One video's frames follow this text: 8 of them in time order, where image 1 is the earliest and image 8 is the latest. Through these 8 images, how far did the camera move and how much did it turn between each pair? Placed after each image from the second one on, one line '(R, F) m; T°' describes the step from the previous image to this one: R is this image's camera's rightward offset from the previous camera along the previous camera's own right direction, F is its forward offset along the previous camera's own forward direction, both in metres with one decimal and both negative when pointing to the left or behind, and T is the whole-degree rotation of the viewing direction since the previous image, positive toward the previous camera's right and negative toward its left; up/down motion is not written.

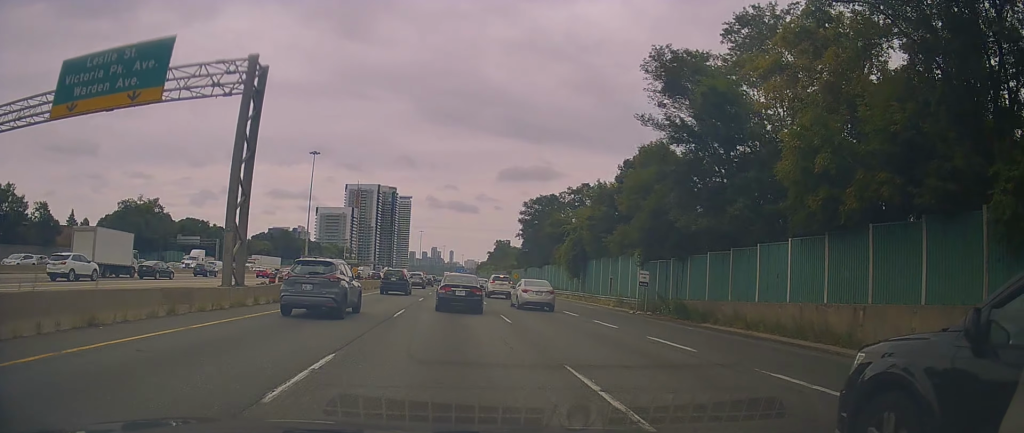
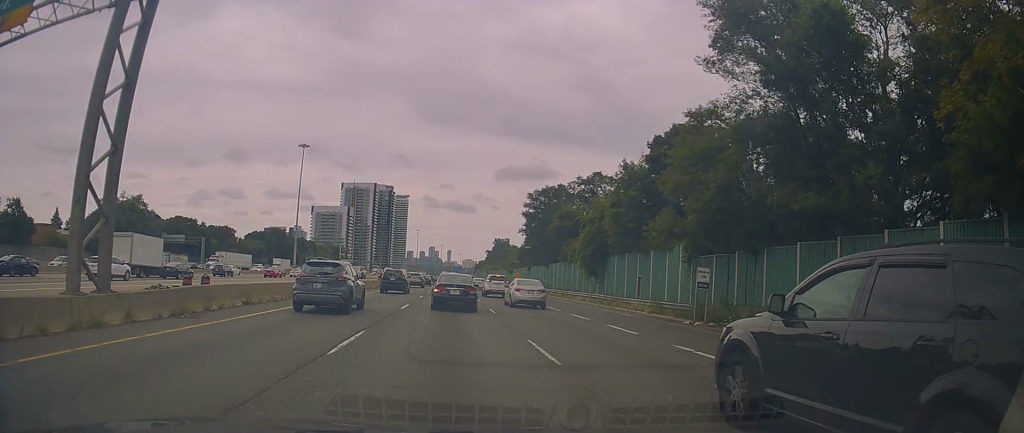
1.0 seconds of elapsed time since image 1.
(-0.3, +9.0) m; 0°
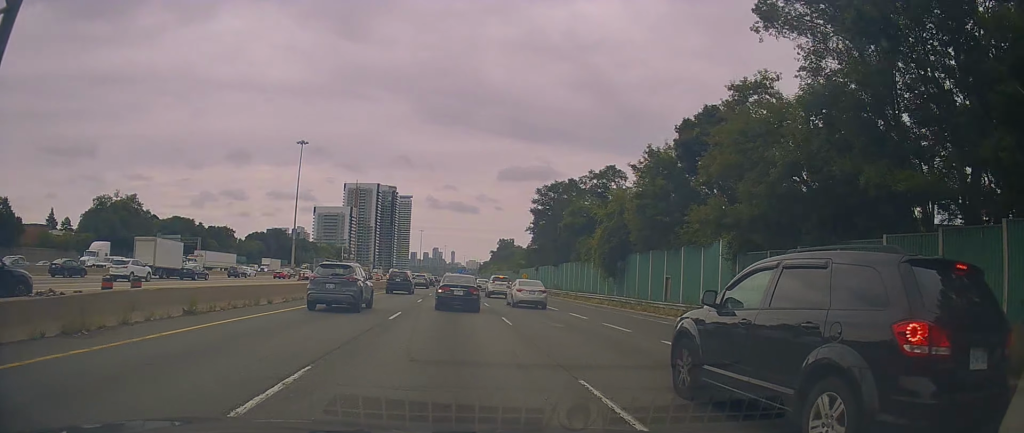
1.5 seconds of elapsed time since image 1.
(+0.5, +5.1) m; 0°
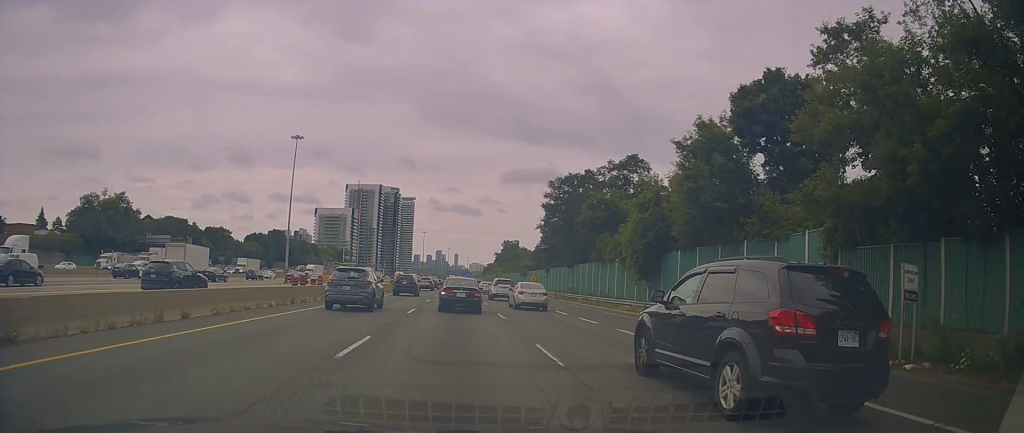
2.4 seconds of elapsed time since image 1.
(-0.6, +7.6) m; +1°
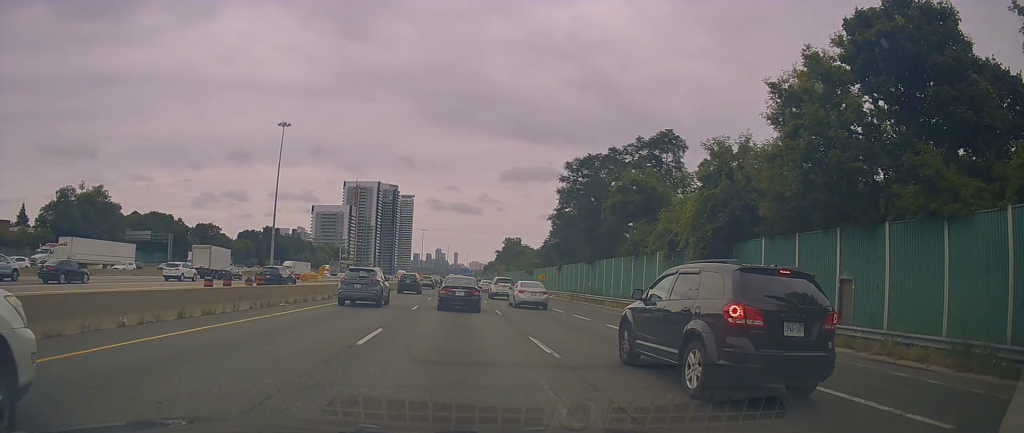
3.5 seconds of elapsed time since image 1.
(+0.7, +9.7) m; 0°
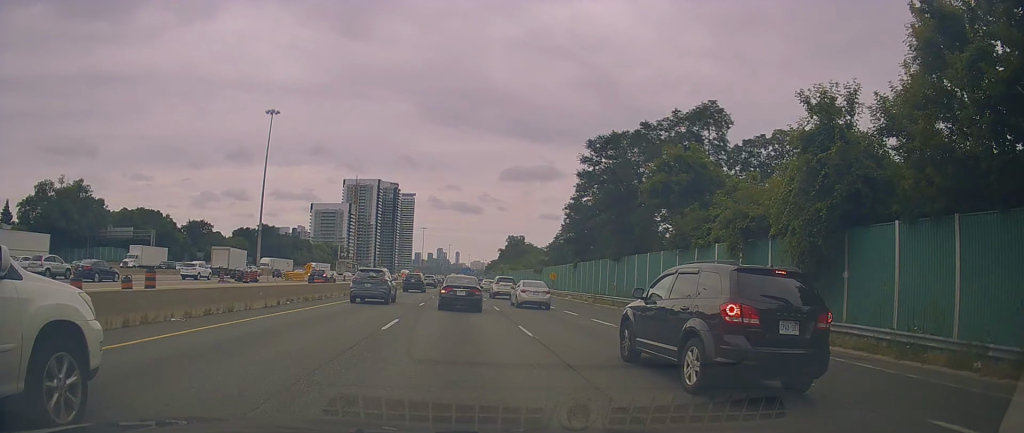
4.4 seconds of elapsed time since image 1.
(-0.7, +8.6) m; -2°
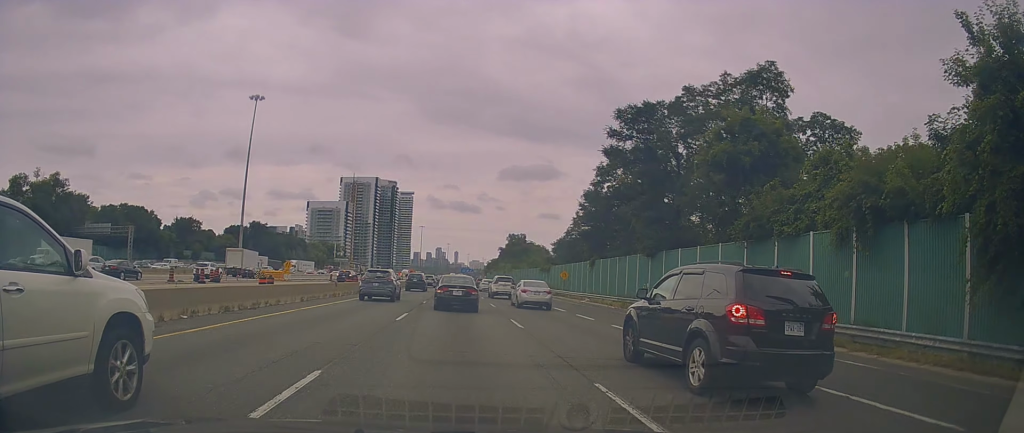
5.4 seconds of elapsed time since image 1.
(+0.2, +9.0) m; +2°
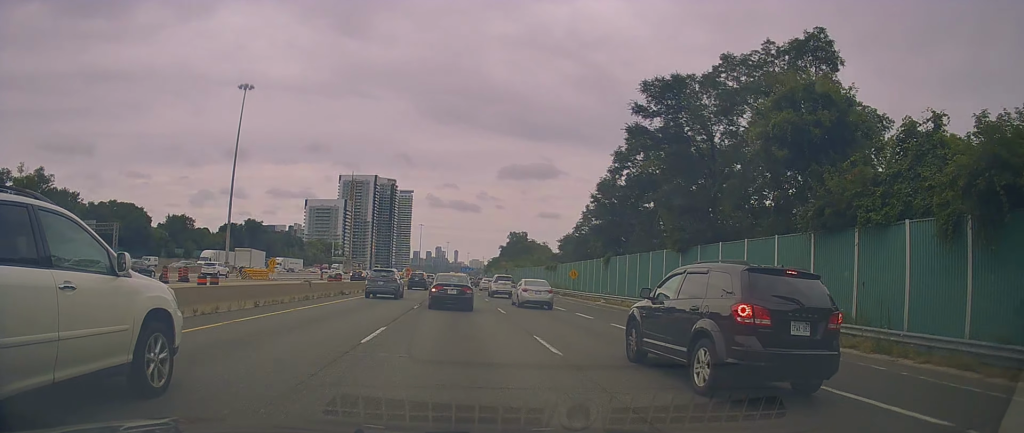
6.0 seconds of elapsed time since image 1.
(+0.1, +5.9) m; +1°
